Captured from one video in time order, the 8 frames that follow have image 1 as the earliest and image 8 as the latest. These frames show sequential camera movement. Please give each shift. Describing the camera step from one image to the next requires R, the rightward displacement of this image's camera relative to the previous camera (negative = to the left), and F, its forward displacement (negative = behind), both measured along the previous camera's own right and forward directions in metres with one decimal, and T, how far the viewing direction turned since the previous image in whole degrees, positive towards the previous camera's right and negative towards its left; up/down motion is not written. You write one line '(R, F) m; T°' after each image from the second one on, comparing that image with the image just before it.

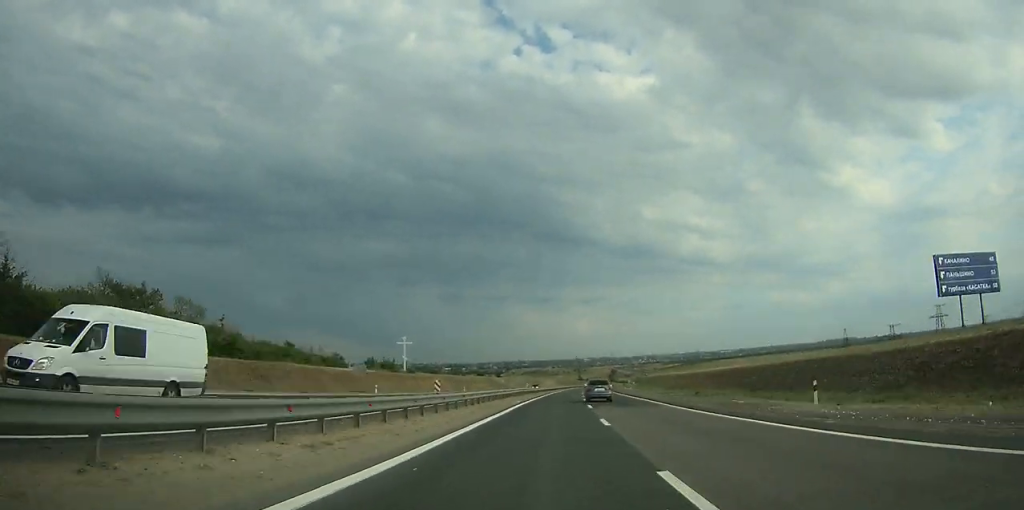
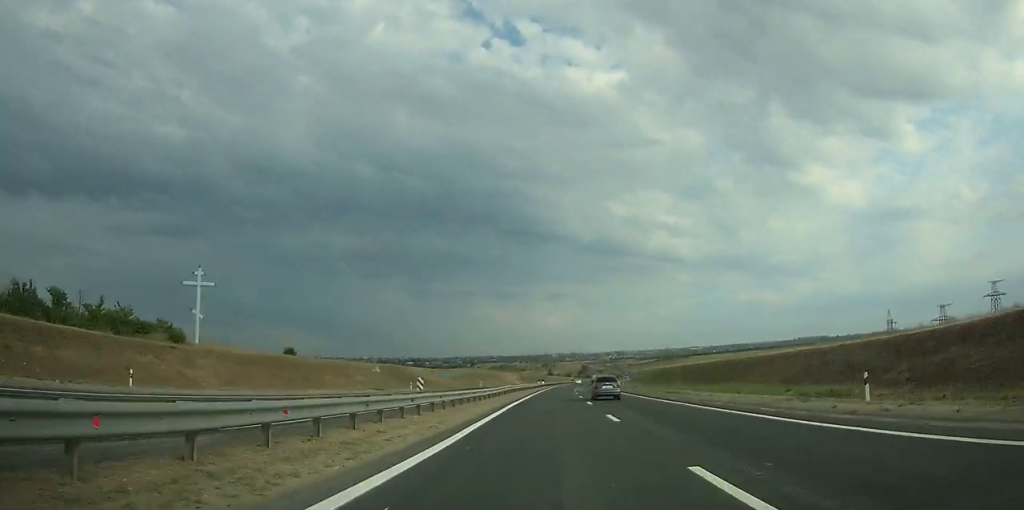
(+1.9, +82.0) m; +3°
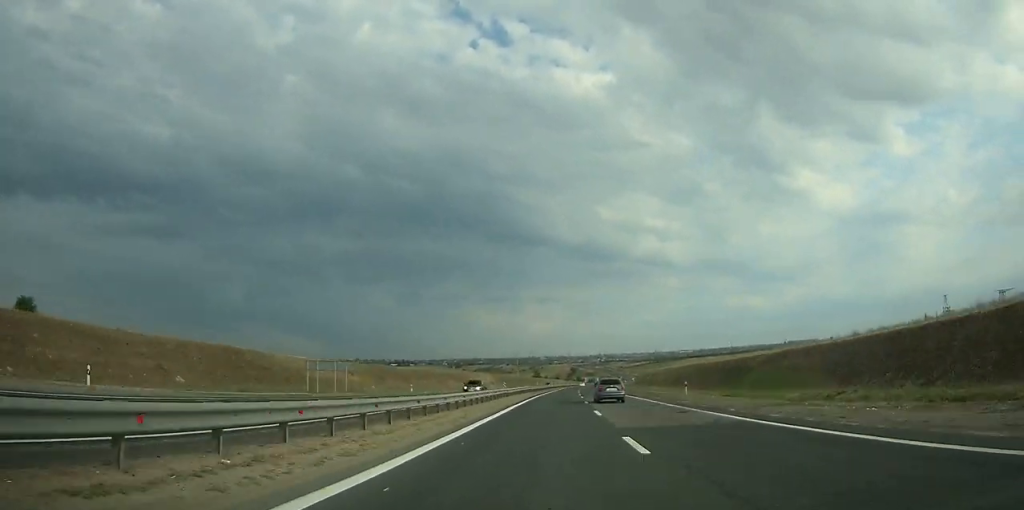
(+0.7, +56.4) m; +2°
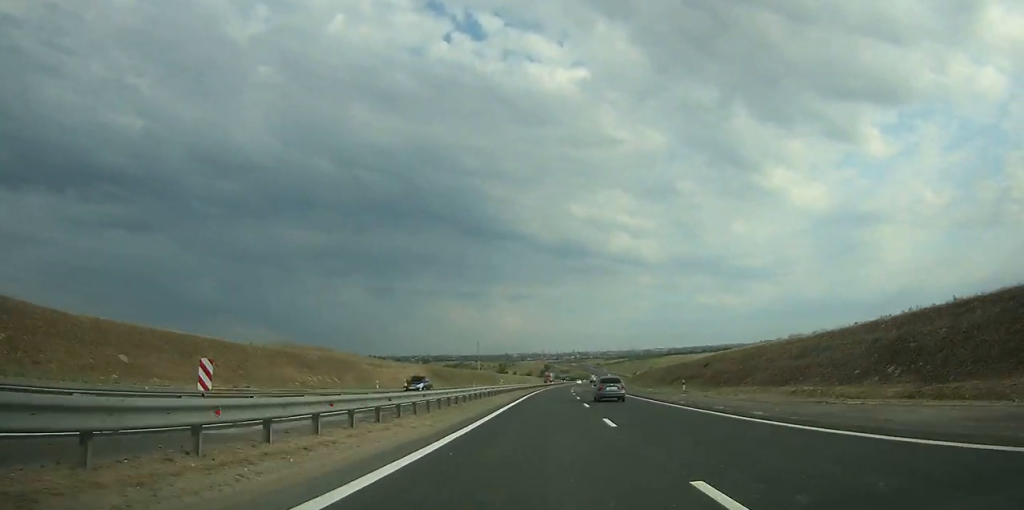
(+1.7, +80.5) m; +2°
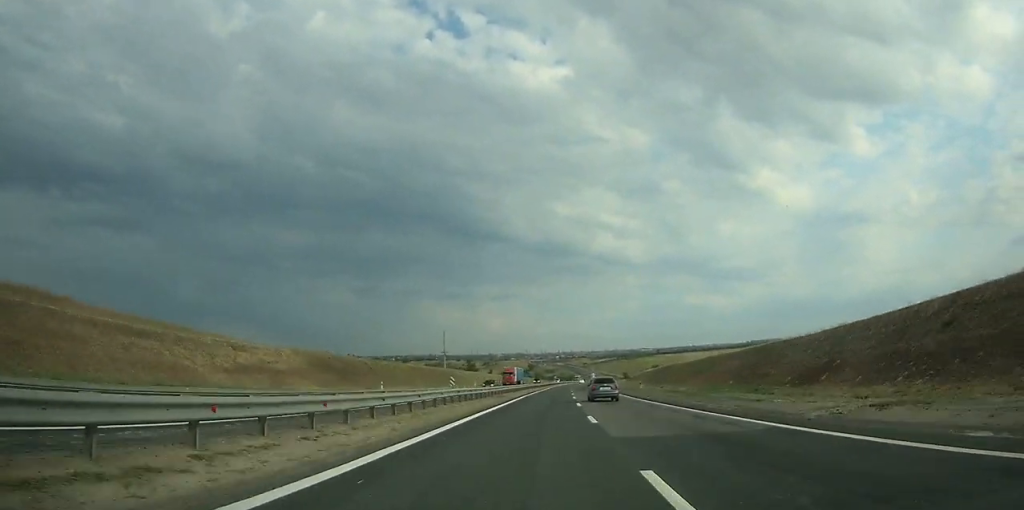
(+0.9, +60.4) m; +2°
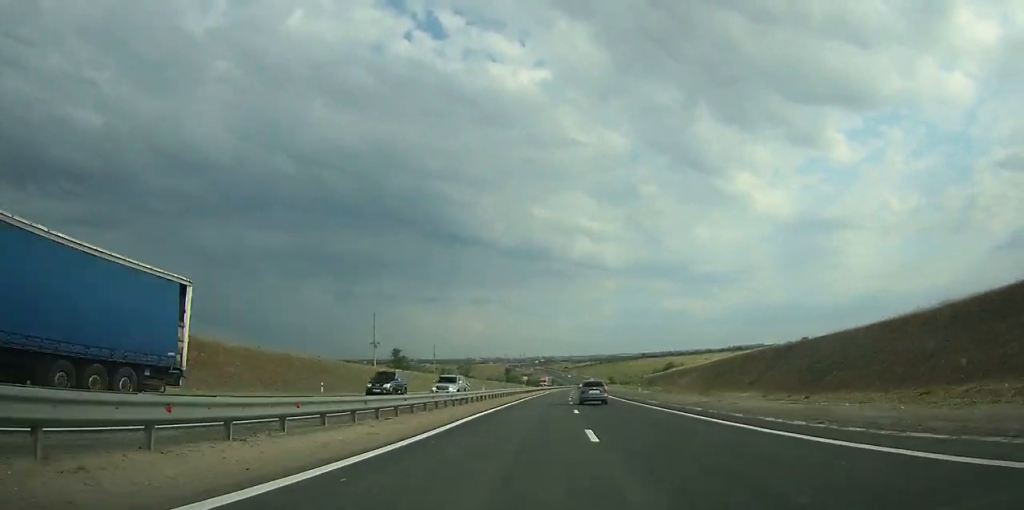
(+1.3, +76.3) m; +2°
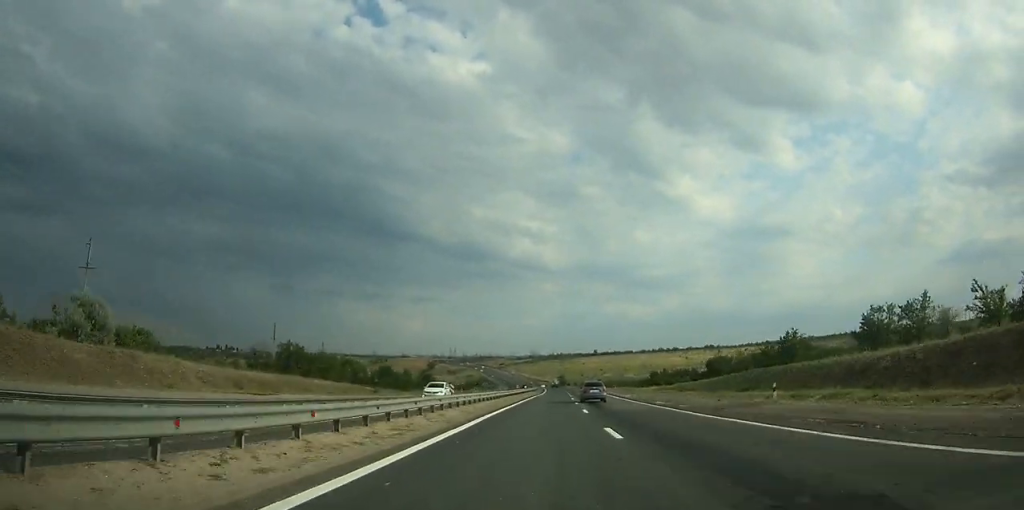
(+9.0, +202.0) m; +4°
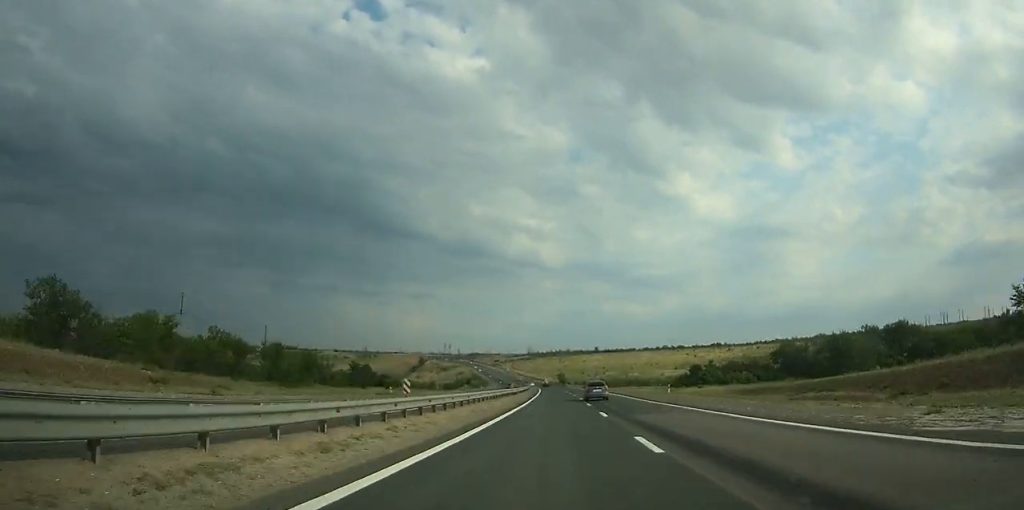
(+0.4, +52.9) m; 0°
